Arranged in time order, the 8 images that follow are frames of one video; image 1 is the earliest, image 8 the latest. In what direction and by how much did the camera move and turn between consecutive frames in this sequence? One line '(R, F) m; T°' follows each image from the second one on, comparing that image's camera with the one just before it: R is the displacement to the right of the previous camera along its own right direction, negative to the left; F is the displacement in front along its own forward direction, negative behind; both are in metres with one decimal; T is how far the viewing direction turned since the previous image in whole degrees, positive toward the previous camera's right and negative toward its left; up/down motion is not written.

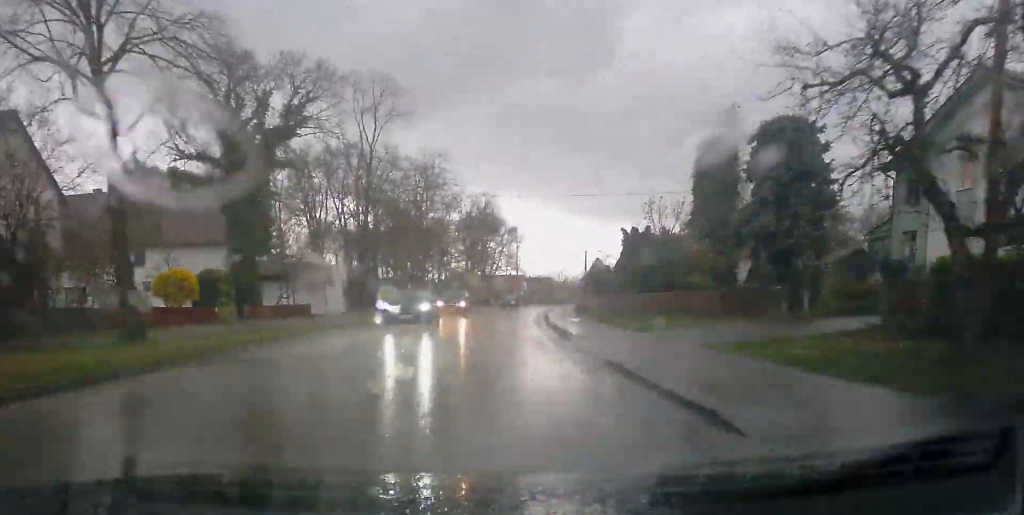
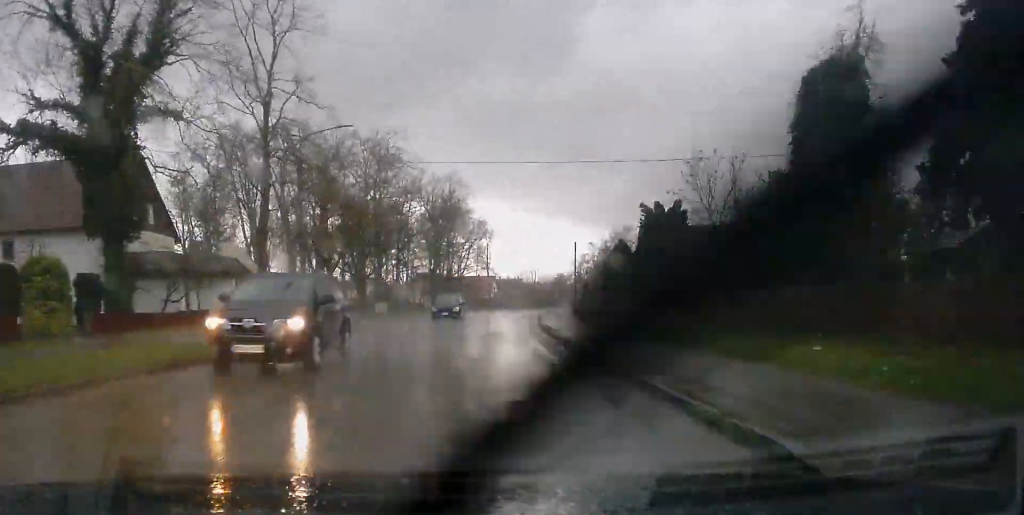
(+0.2, +16.6) m; +2°
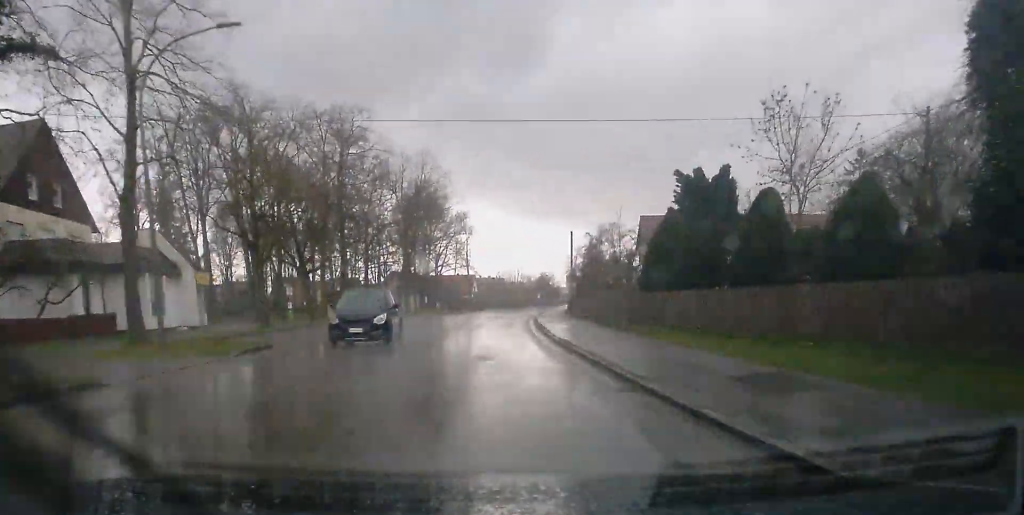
(+0.1, +10.8) m; +1°
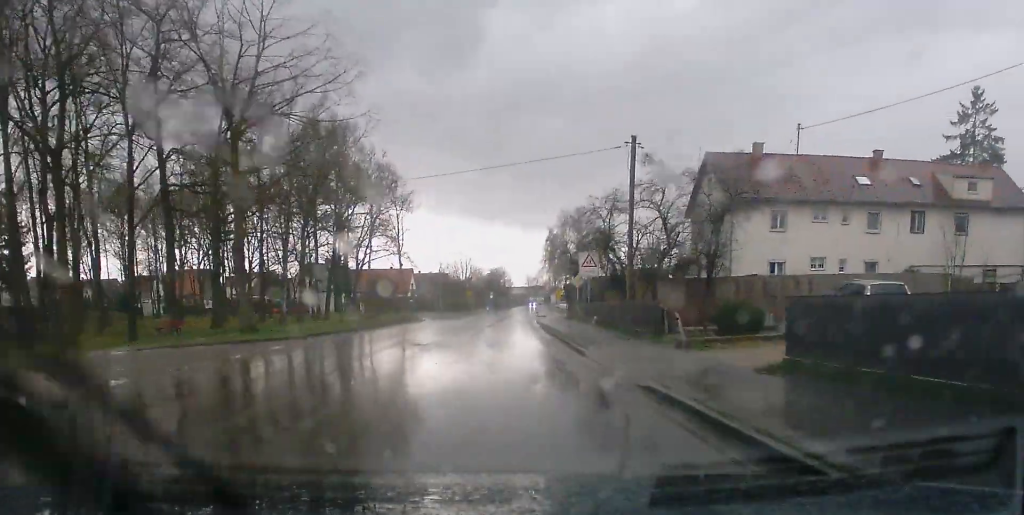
(+1.3, +36.5) m; +4°
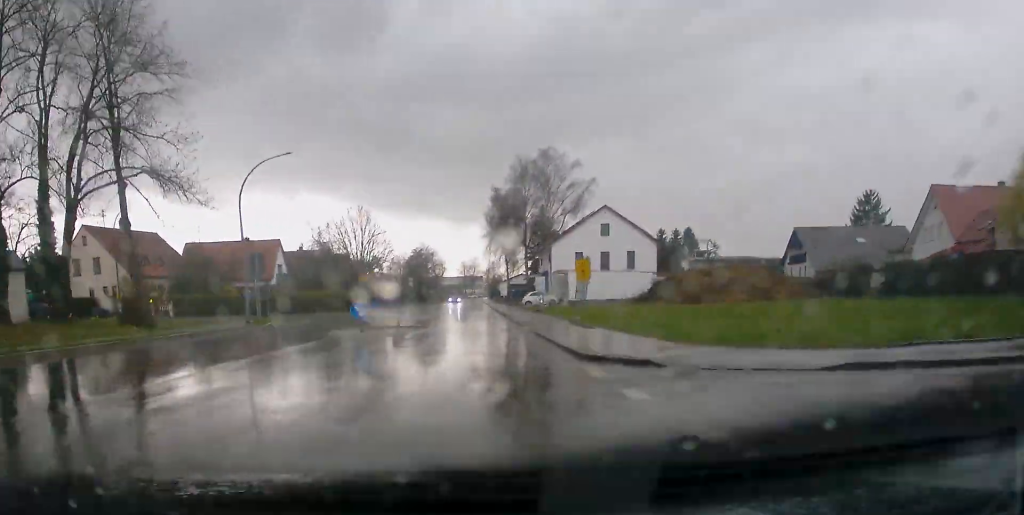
(+3.6, +65.2) m; +4°
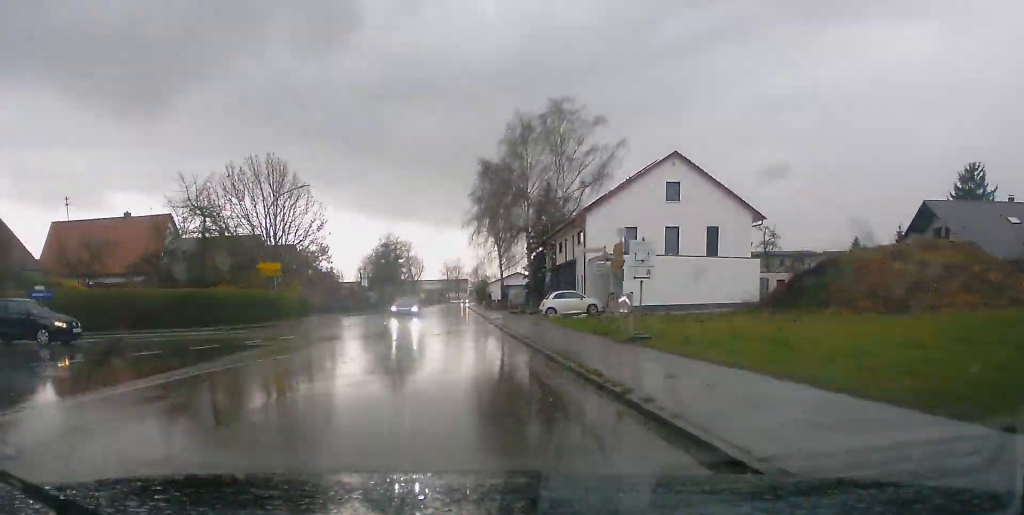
(+0.3, +34.5) m; 0°
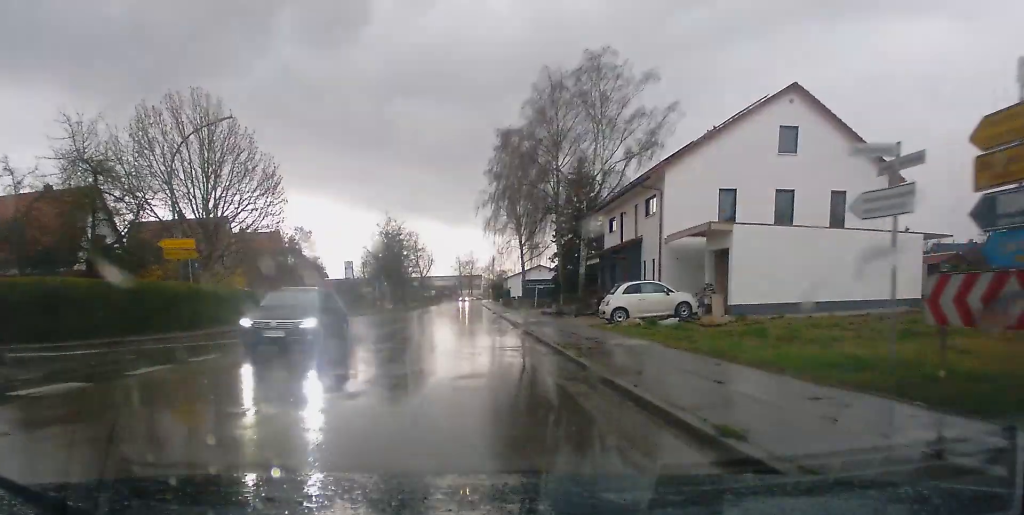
(-0.1, +16.8) m; 0°
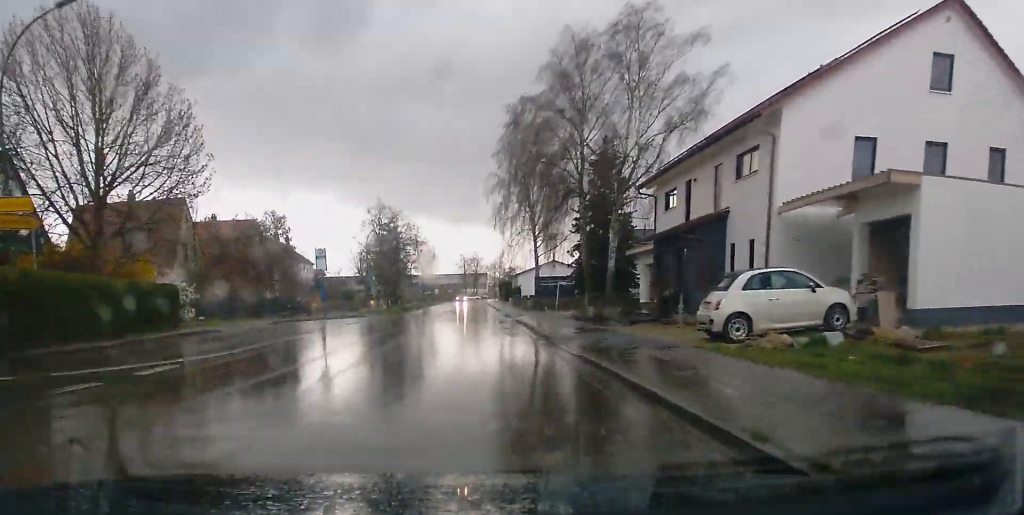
(0.0, +12.1) m; 0°
